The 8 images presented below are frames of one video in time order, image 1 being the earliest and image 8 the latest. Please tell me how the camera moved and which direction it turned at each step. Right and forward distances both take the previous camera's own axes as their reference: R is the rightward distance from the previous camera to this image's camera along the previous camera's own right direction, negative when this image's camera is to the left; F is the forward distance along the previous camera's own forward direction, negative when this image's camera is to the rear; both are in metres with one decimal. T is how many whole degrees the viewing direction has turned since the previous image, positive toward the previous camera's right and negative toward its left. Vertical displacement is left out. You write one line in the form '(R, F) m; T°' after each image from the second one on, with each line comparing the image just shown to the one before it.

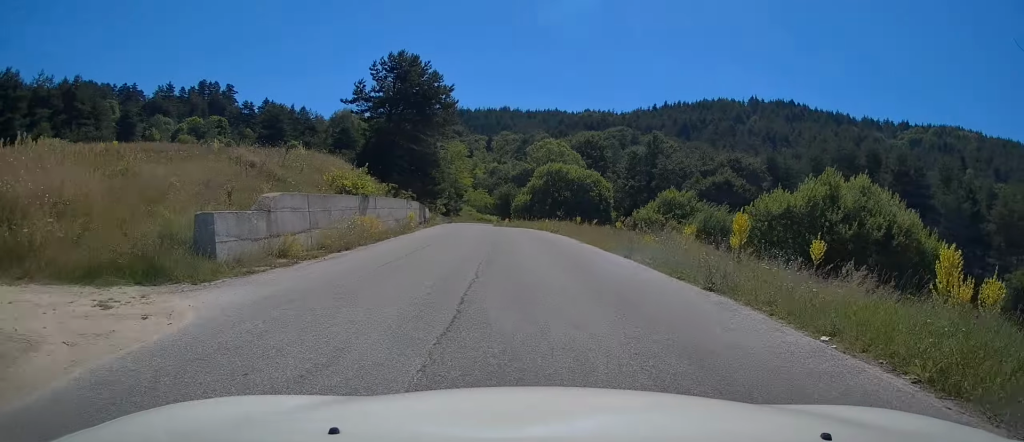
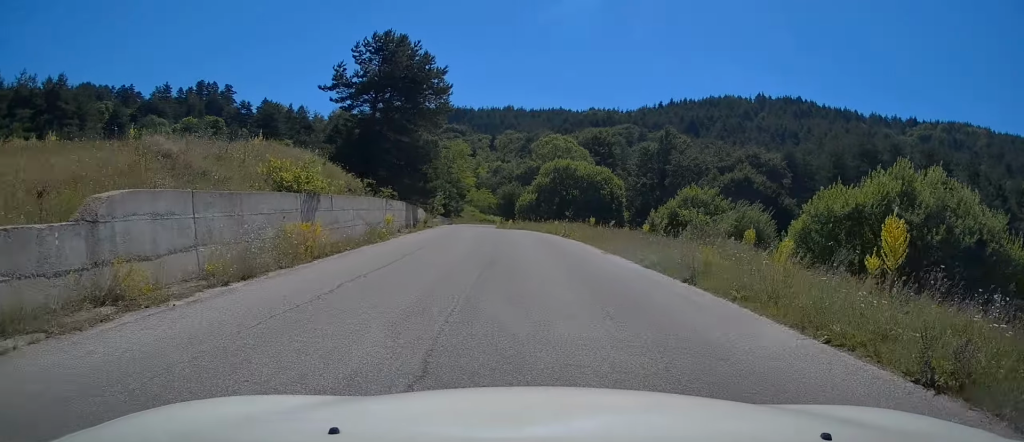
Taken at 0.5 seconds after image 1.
(0.0, +6.0) m; -1°
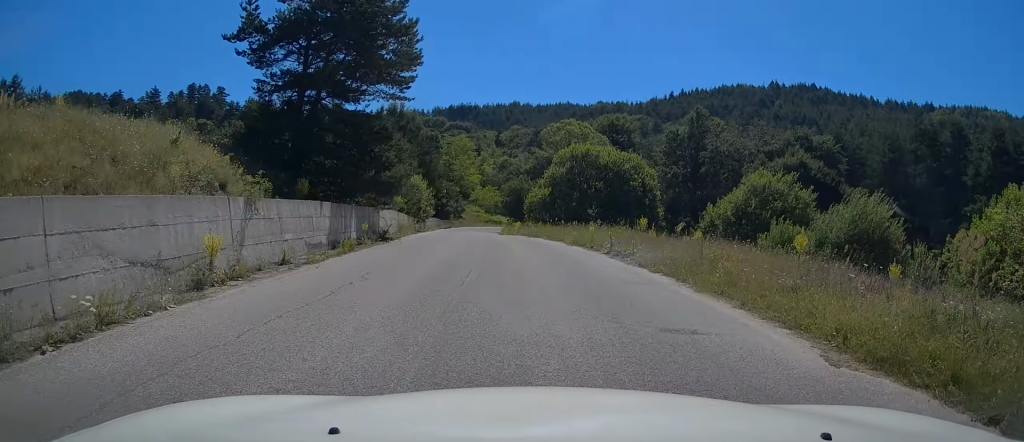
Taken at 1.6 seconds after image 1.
(-0.1, +14.0) m; -1°
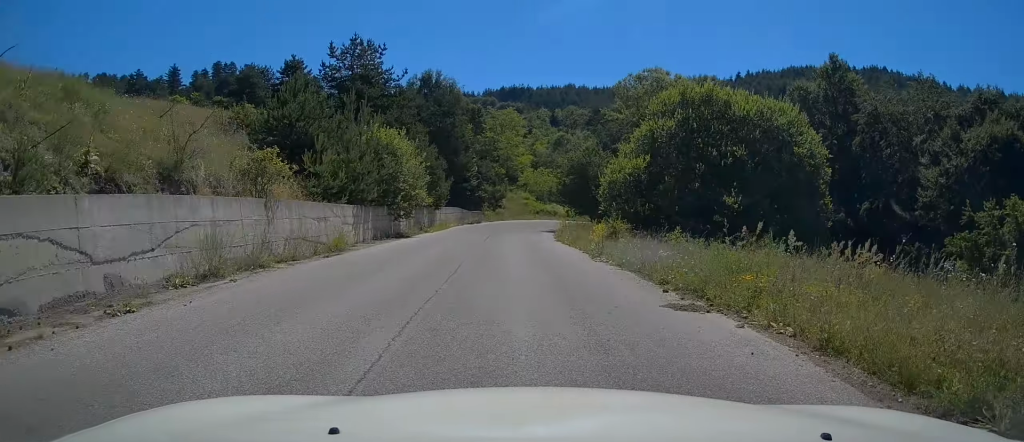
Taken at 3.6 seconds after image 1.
(-0.5, +25.0) m; -3°
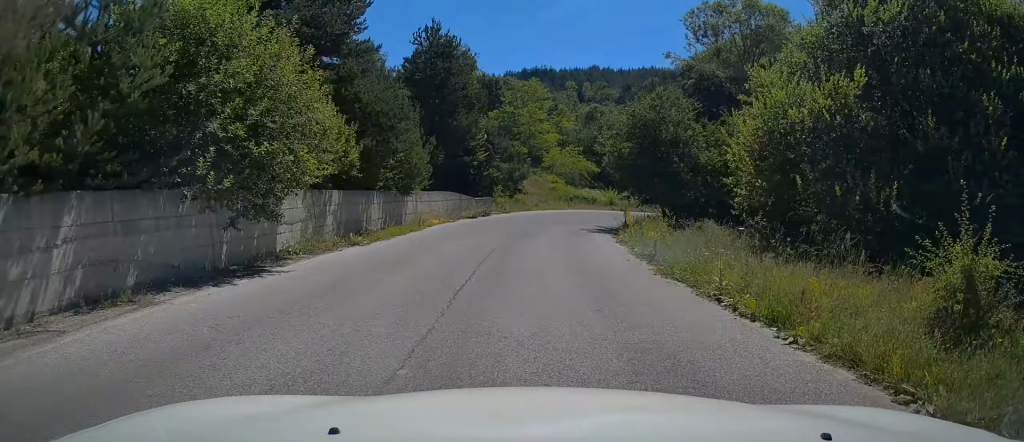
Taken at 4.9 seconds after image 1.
(-0.3, +17.3) m; -1°
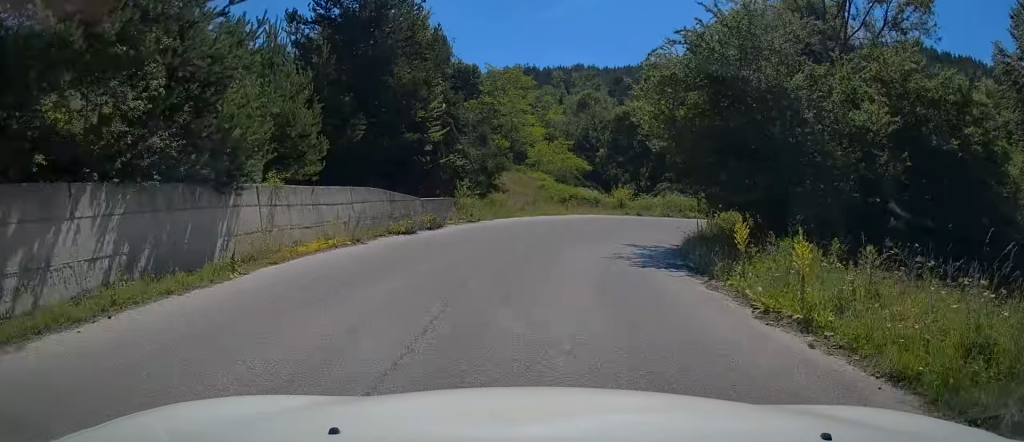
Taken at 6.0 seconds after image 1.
(0.0, +13.2) m; +3°
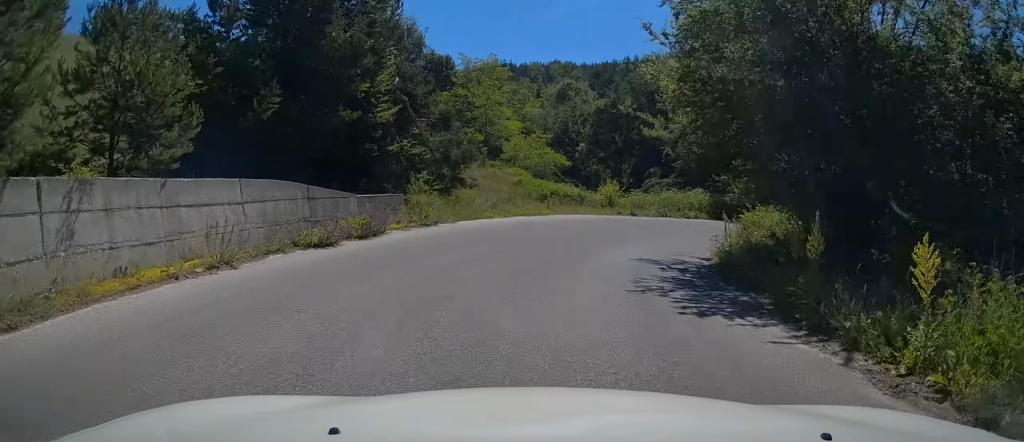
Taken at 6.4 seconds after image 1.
(+0.2, +5.0) m; +4°
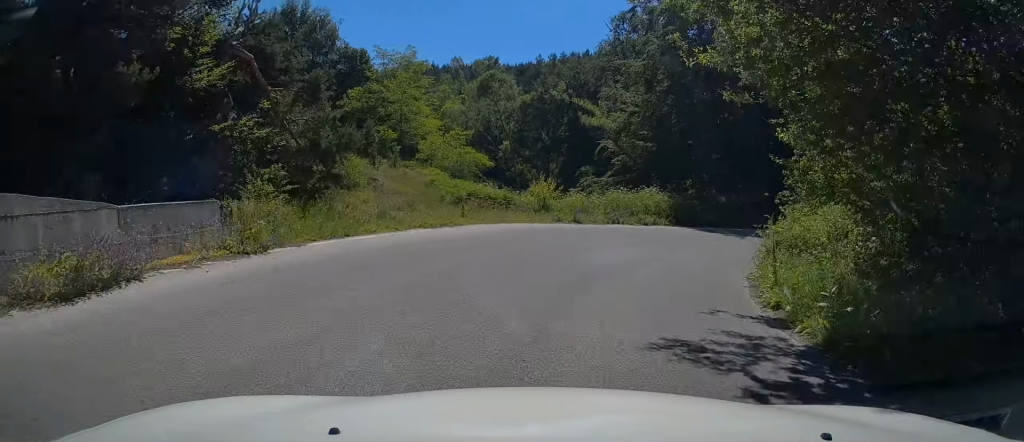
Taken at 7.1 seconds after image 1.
(-0.1, +7.2) m; +7°
